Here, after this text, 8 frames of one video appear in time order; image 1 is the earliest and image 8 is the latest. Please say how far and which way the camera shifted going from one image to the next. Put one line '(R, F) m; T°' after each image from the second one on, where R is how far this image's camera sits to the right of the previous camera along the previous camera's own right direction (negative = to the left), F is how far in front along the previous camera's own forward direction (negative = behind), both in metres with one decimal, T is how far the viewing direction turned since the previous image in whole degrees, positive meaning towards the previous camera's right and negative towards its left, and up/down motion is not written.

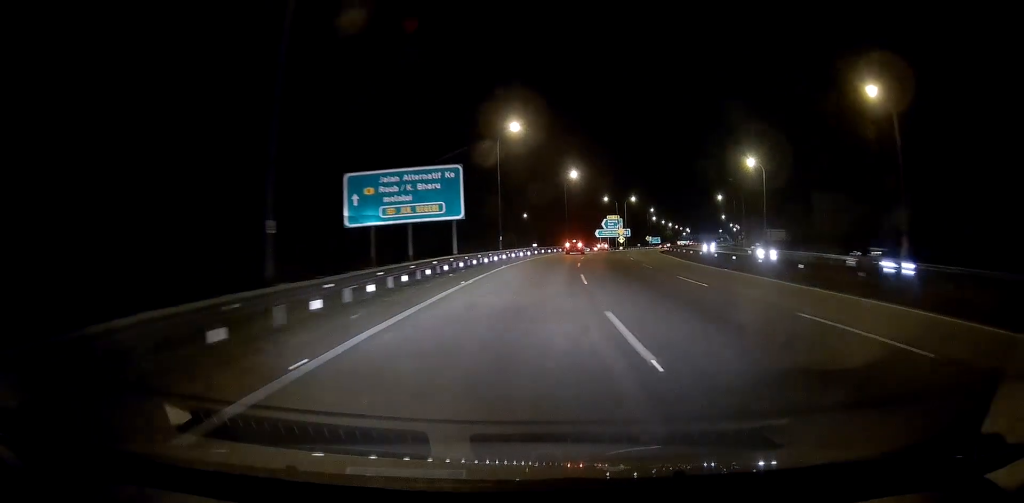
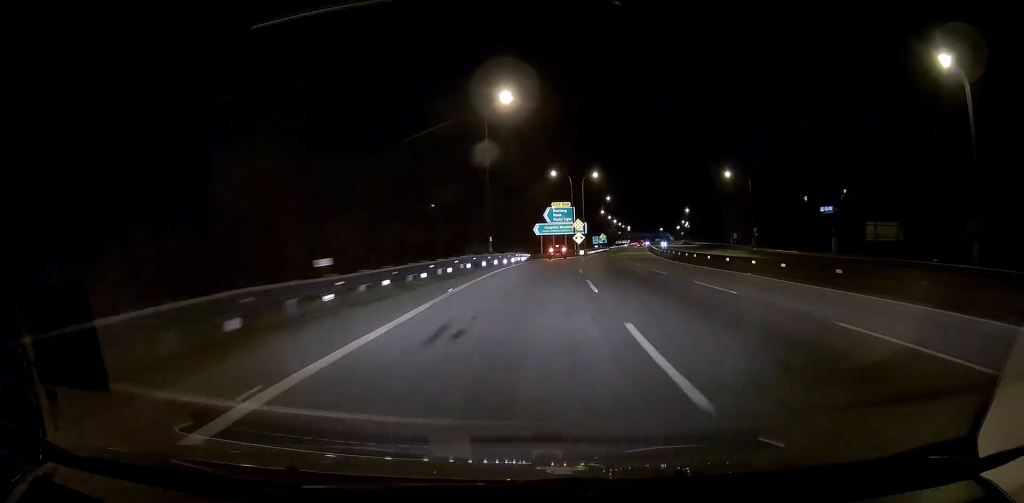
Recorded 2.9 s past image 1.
(+3.8, +51.0) m; +8°
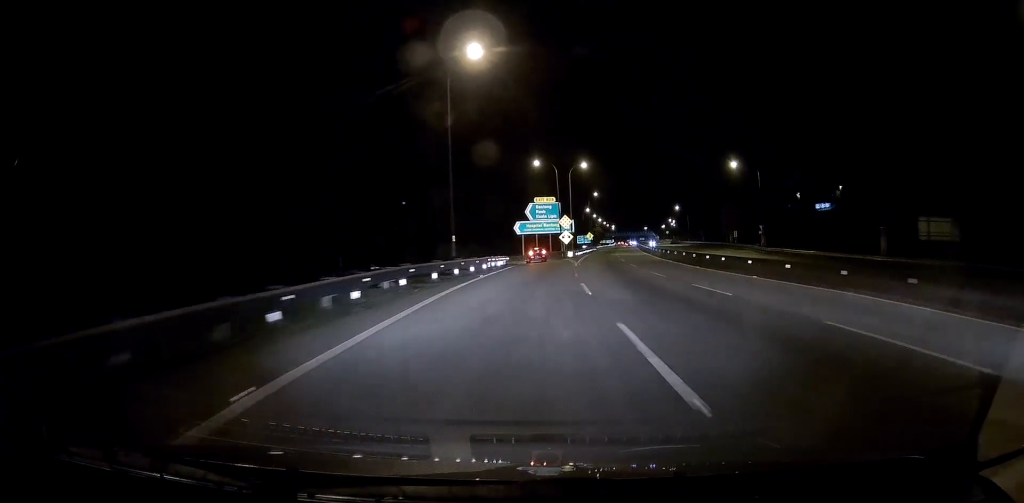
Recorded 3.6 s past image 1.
(+0.2, +11.3) m; +1°
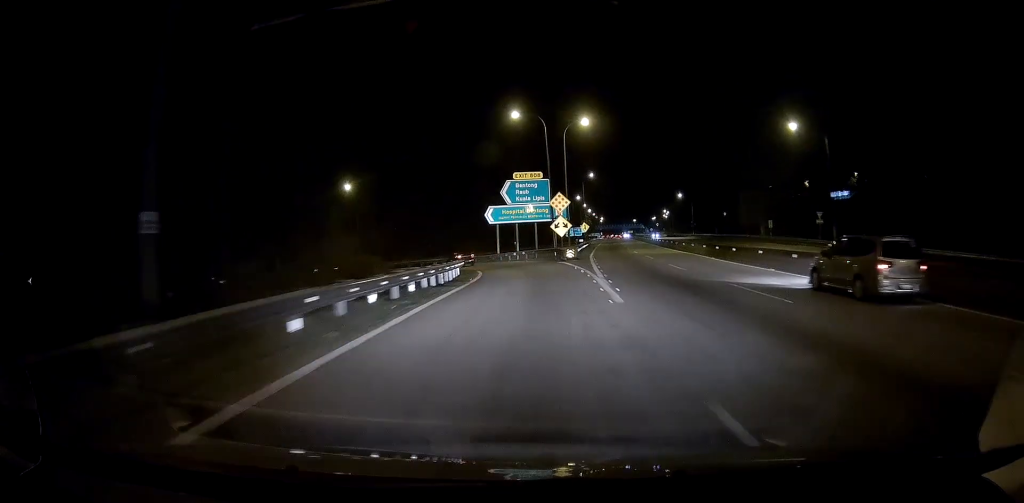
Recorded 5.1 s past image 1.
(+0.8, +24.7) m; +3°
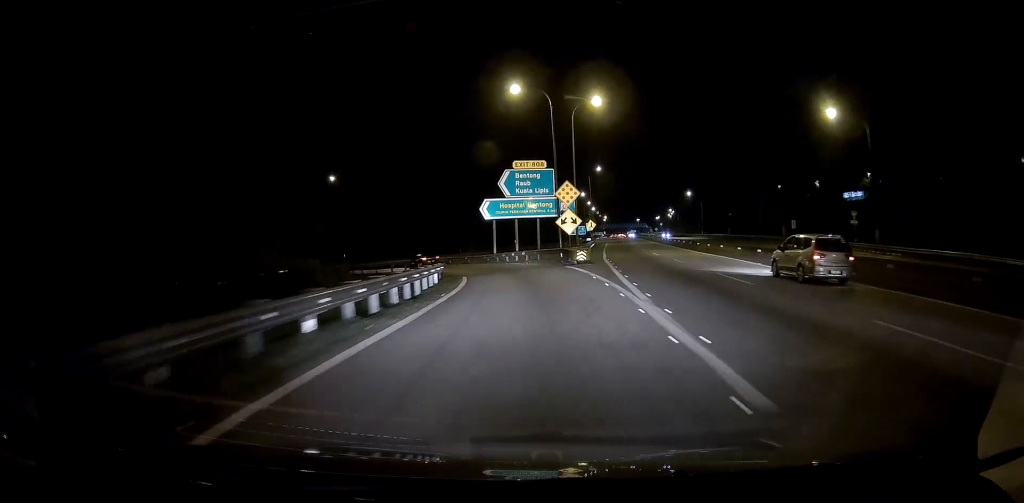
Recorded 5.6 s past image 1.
(+0.2, +7.8) m; 0°
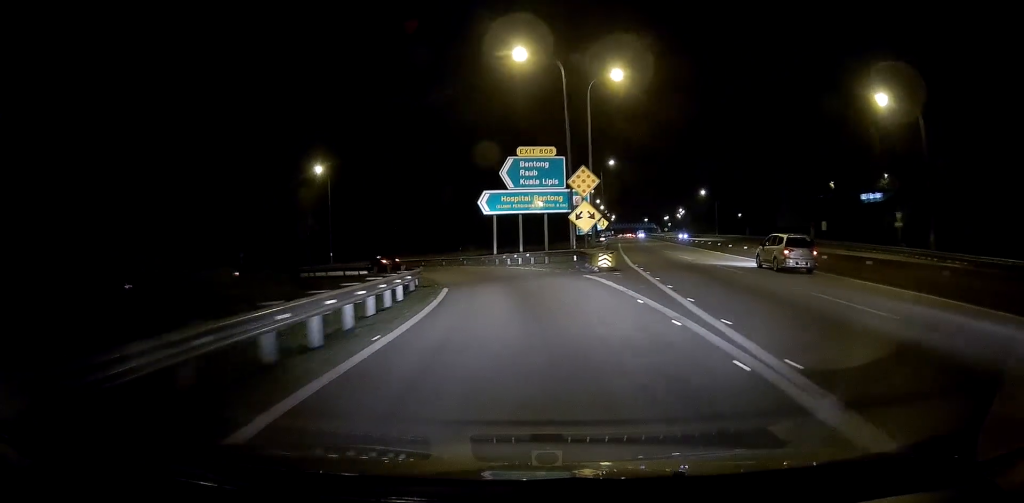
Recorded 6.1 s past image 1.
(-0.1, +7.5) m; -2°
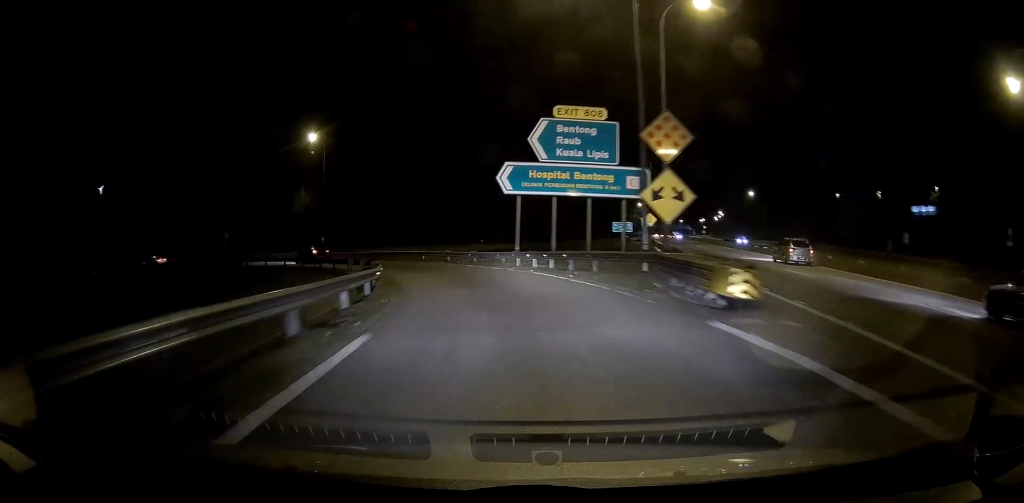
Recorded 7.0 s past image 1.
(-0.3, +12.5) m; -5°
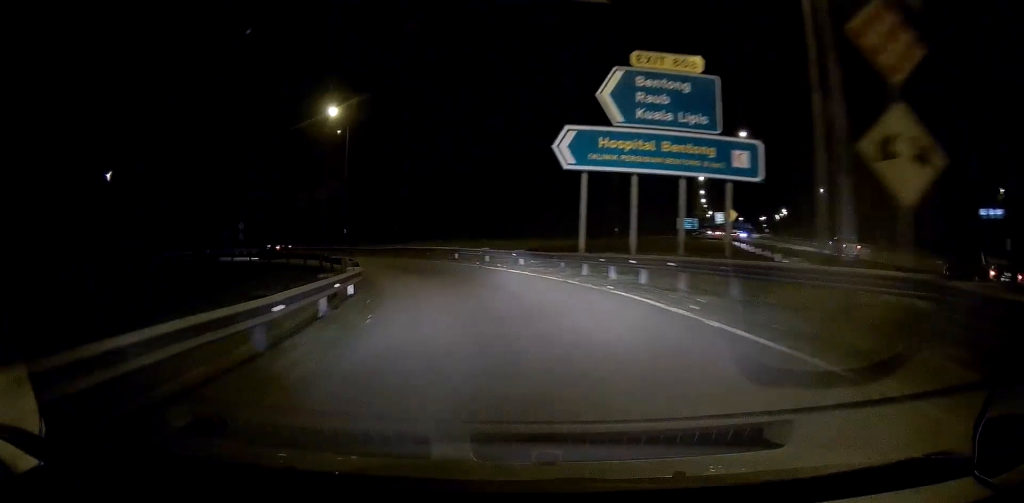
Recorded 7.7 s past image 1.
(-0.2, +9.6) m; -5°
